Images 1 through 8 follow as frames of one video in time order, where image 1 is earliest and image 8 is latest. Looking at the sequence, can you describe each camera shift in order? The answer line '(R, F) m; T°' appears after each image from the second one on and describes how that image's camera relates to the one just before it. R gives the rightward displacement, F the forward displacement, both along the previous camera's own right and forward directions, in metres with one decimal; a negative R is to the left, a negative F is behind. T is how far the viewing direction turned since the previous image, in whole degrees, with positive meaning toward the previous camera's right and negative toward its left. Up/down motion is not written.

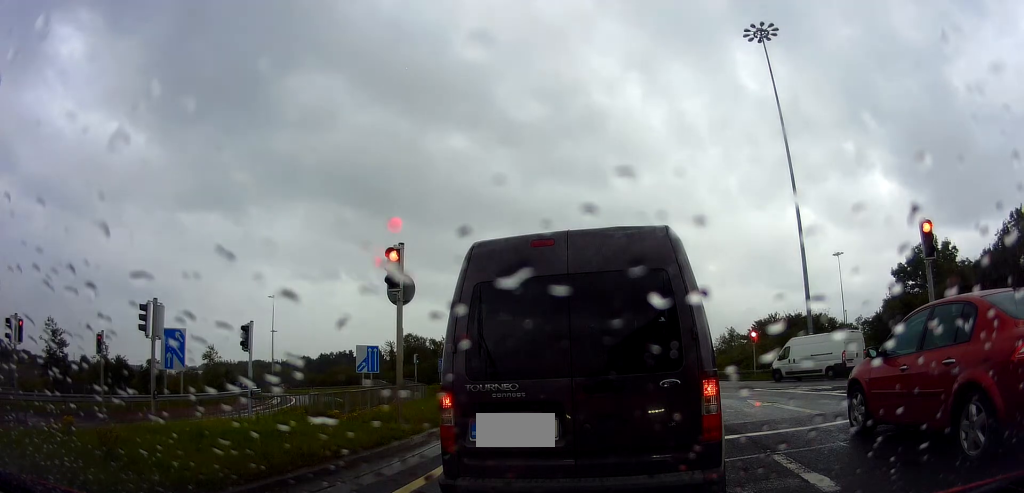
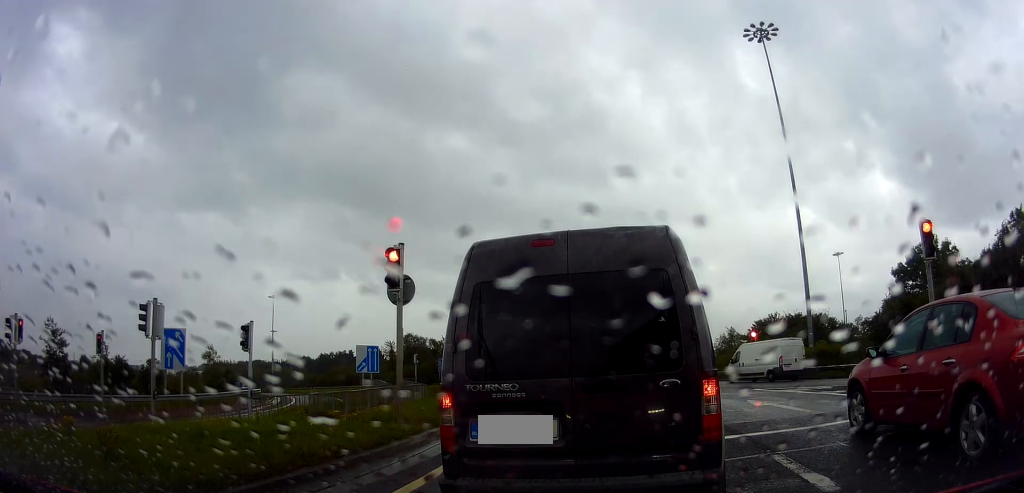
(0.0, 0.0) m; 0°
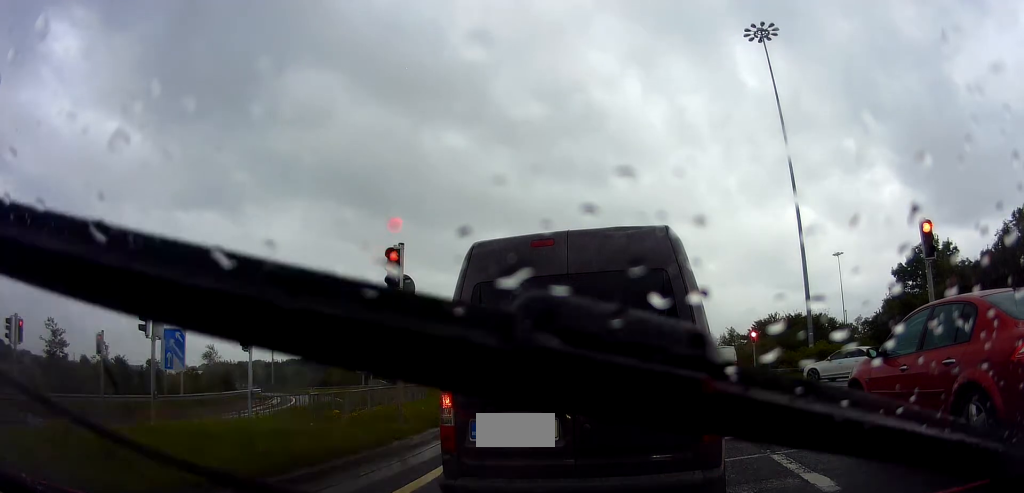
(0.0, 0.0) m; 0°
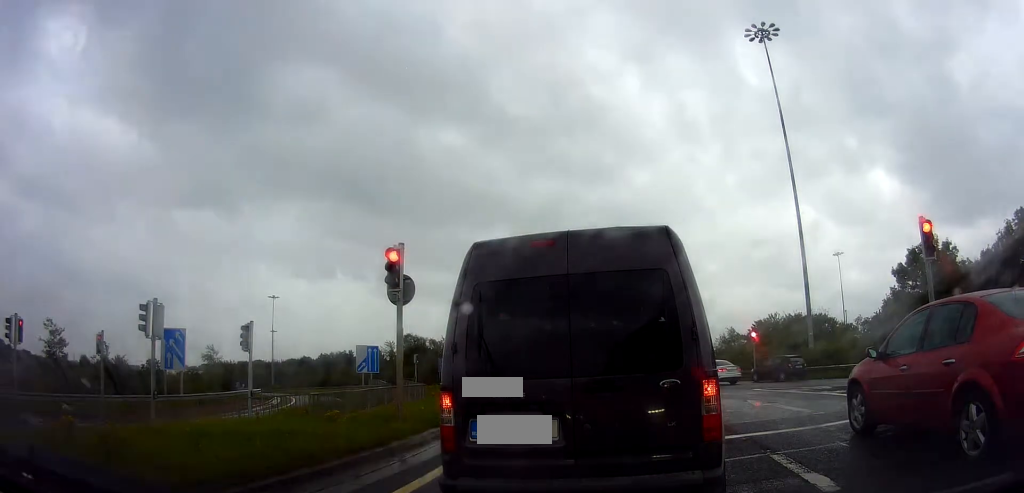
(0.0, 0.0) m; 0°
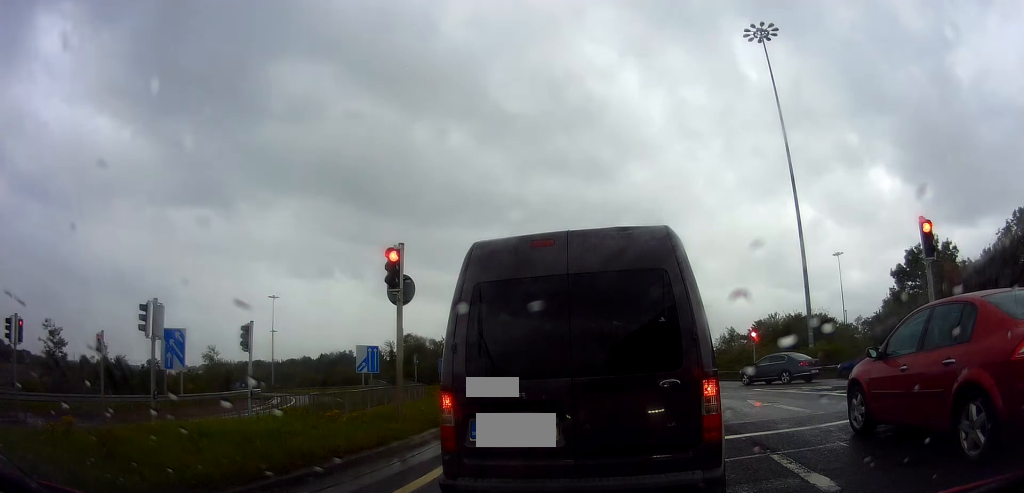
(0.0, 0.0) m; 0°
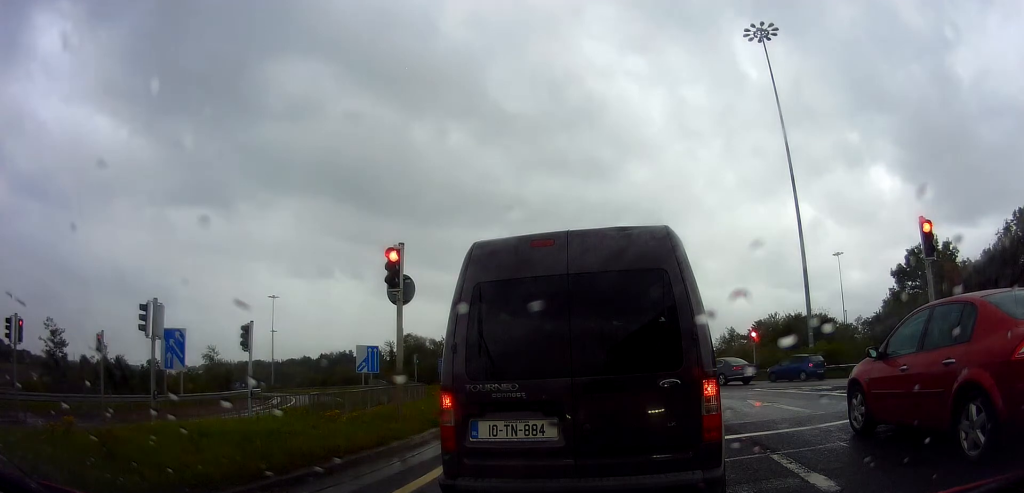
(0.0, 0.0) m; 0°
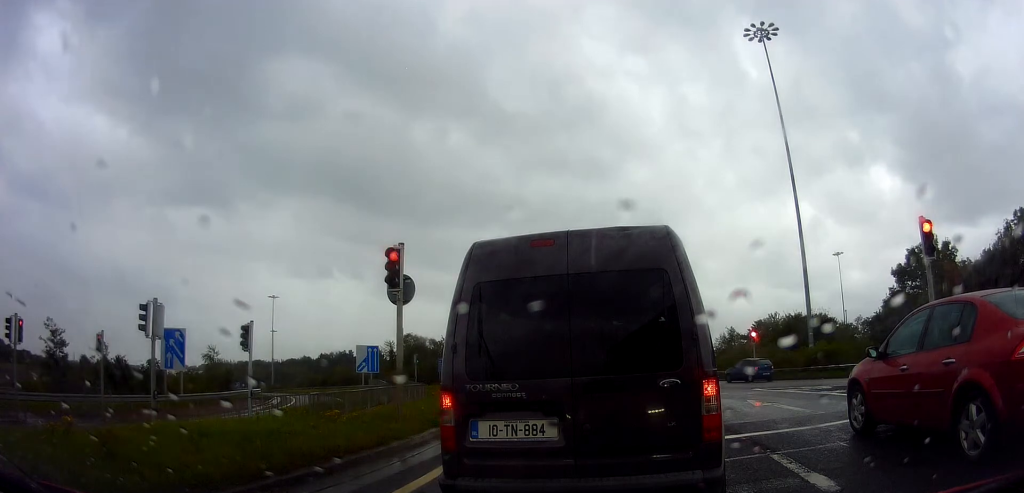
(0.0, 0.0) m; 0°
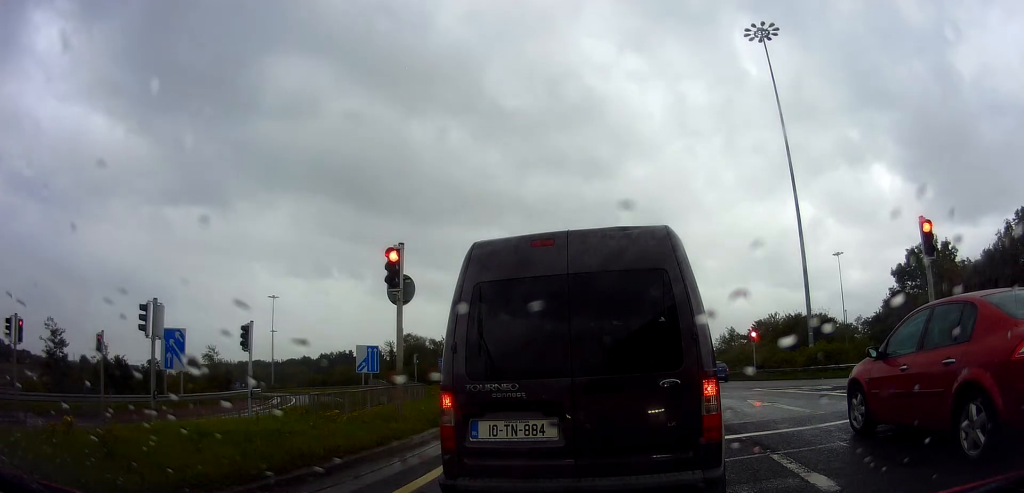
(0.0, 0.0) m; 0°
